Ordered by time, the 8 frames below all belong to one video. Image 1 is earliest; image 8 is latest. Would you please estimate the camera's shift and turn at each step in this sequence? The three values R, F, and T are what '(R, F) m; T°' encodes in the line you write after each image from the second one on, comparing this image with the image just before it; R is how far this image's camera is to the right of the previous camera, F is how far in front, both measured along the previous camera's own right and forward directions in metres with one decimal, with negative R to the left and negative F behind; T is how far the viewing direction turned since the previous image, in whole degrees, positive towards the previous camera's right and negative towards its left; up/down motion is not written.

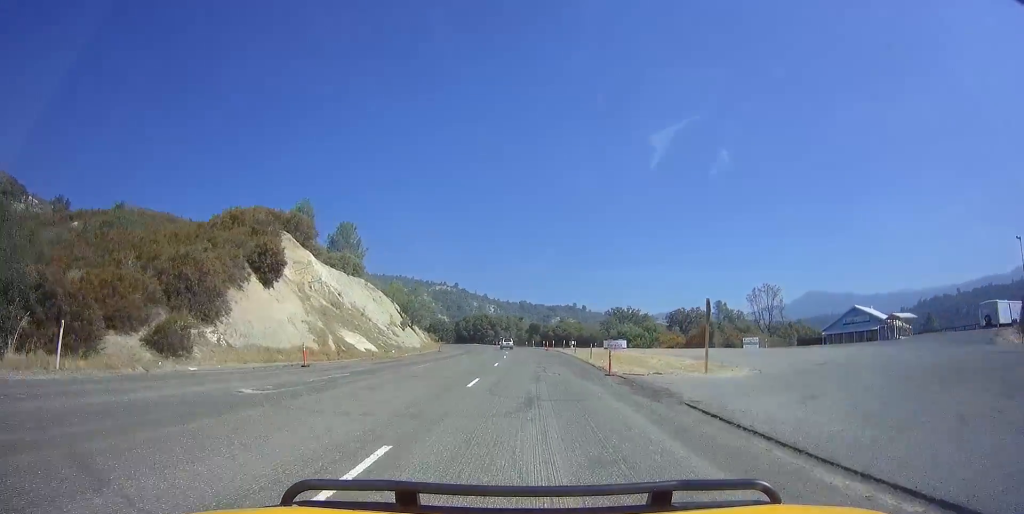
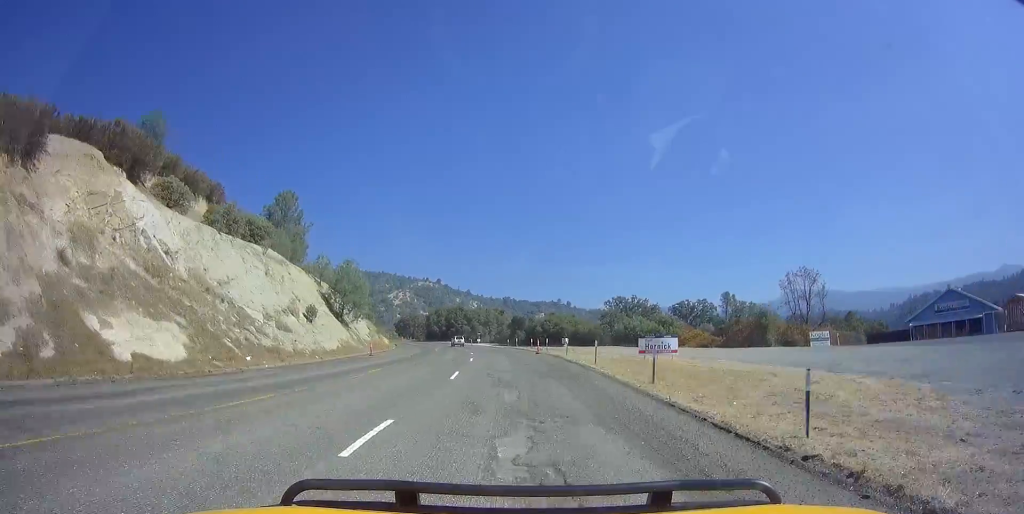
(-0.1, +24.2) m; -2°
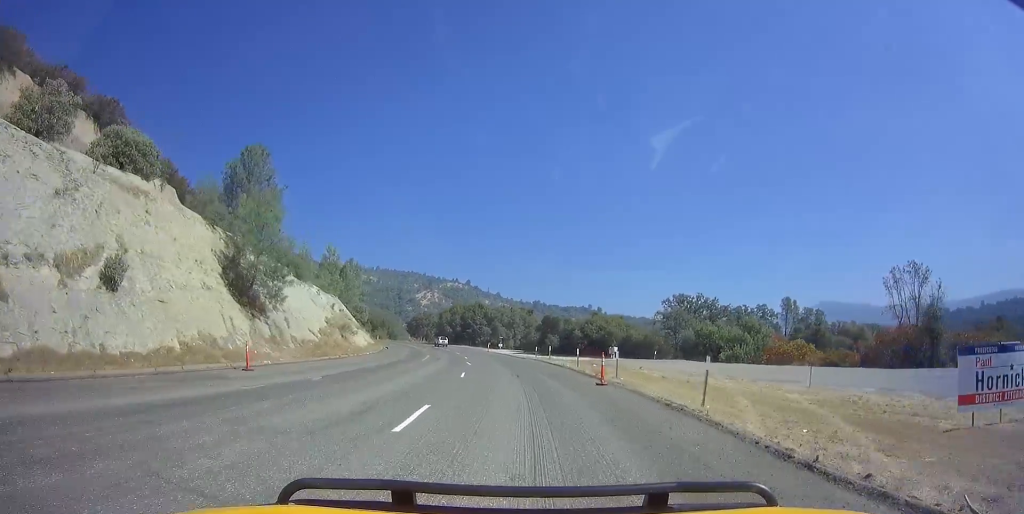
(-1.0, +24.1) m; -5°
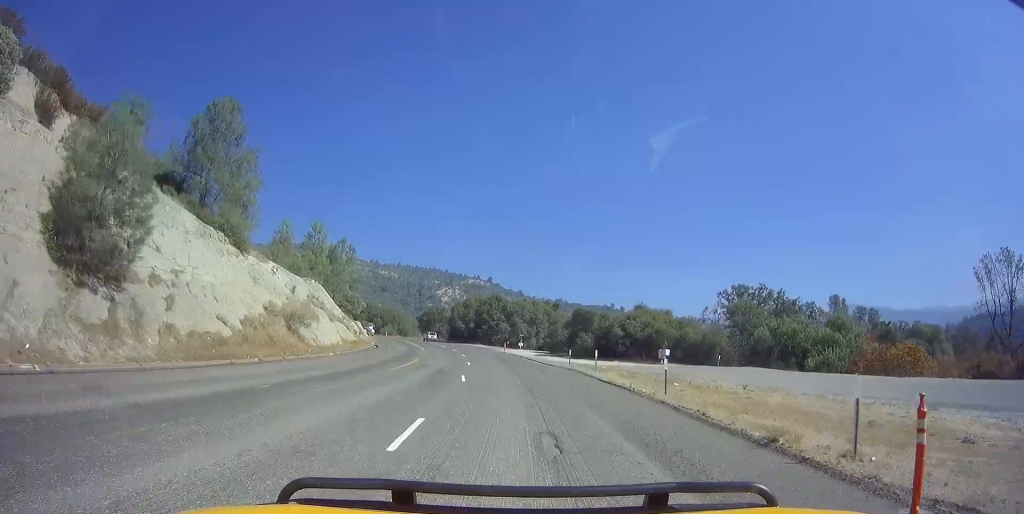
(-0.5, +15.3) m; -2°
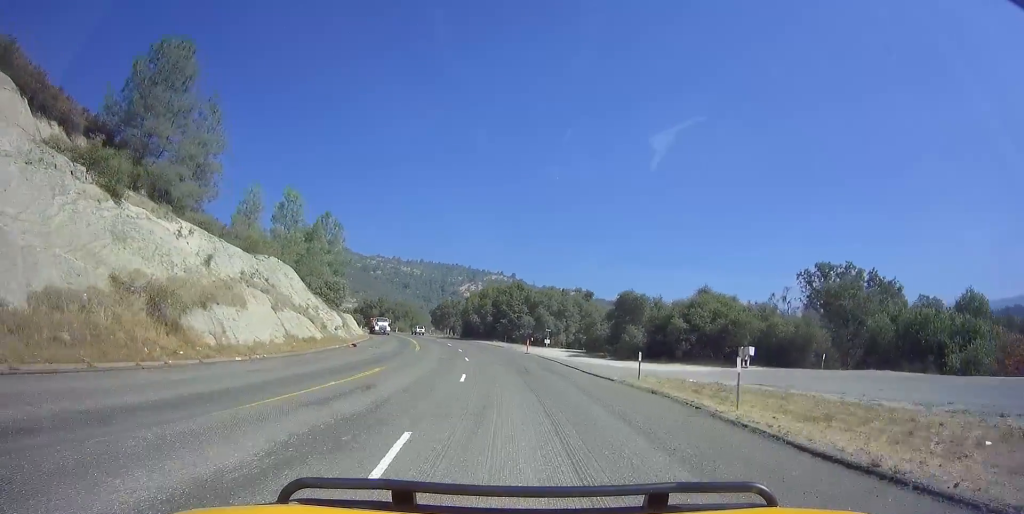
(-0.1, +15.3) m; -3°
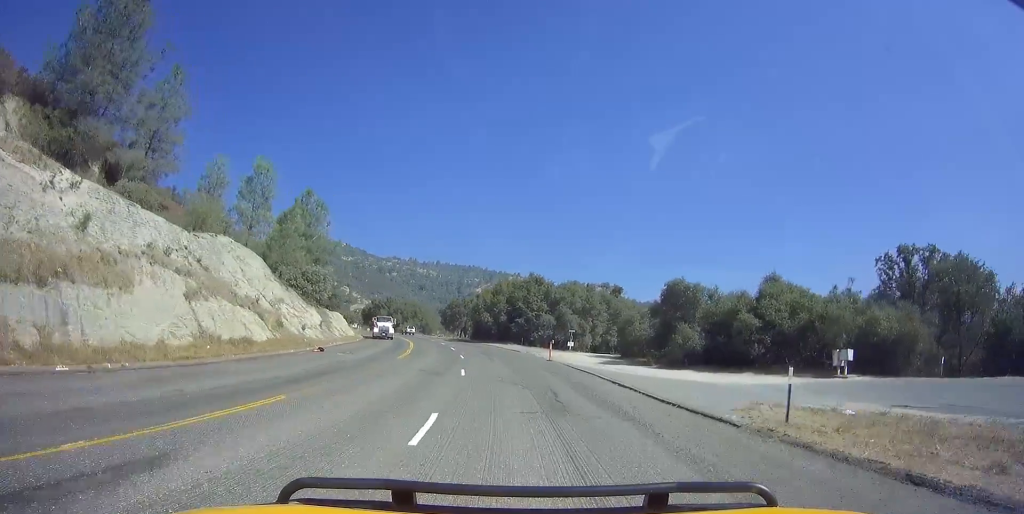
(-0.4, +10.9) m; -2°
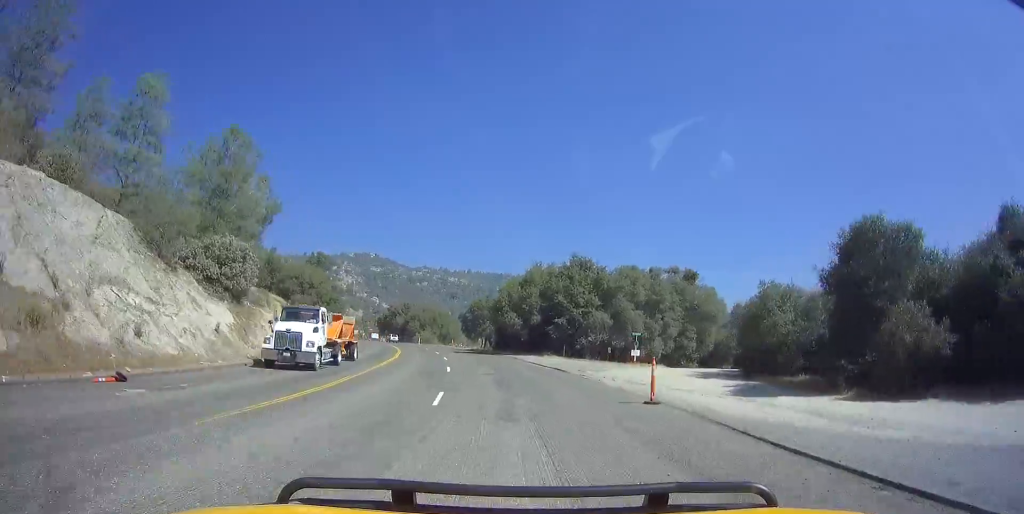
(-0.4, +20.4) m; -4°
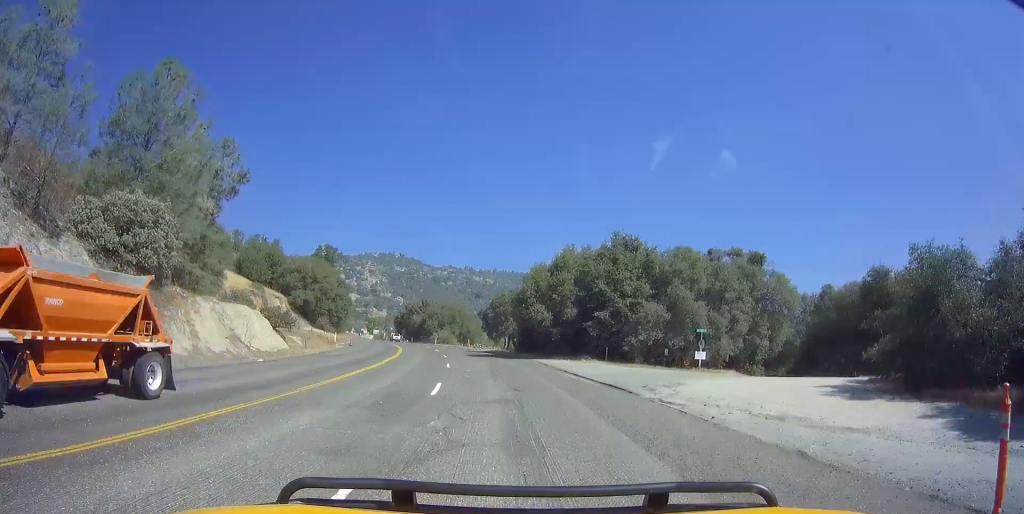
(-0.3, +10.6) m; -3°
